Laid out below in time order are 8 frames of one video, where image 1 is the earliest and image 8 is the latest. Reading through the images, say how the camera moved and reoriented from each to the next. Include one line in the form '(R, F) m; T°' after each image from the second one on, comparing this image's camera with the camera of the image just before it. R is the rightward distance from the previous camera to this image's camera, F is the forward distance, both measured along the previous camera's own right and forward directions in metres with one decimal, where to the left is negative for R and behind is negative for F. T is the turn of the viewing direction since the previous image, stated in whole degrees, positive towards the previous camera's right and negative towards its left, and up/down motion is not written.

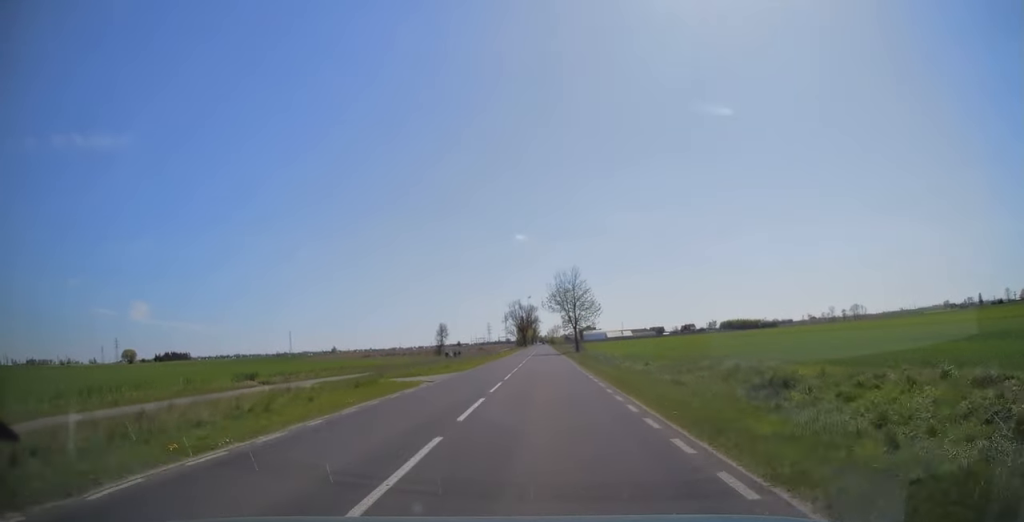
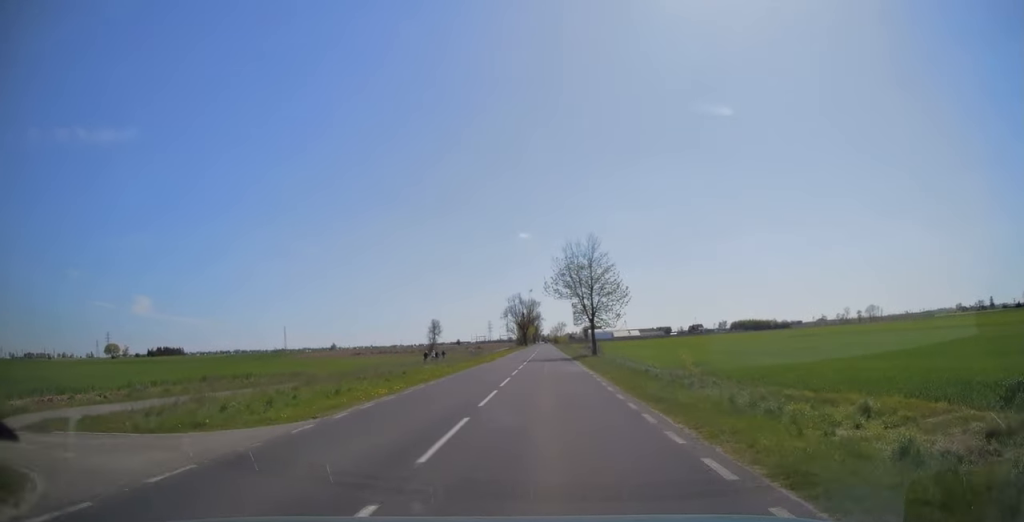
(0.0, +21.5) m; 0°
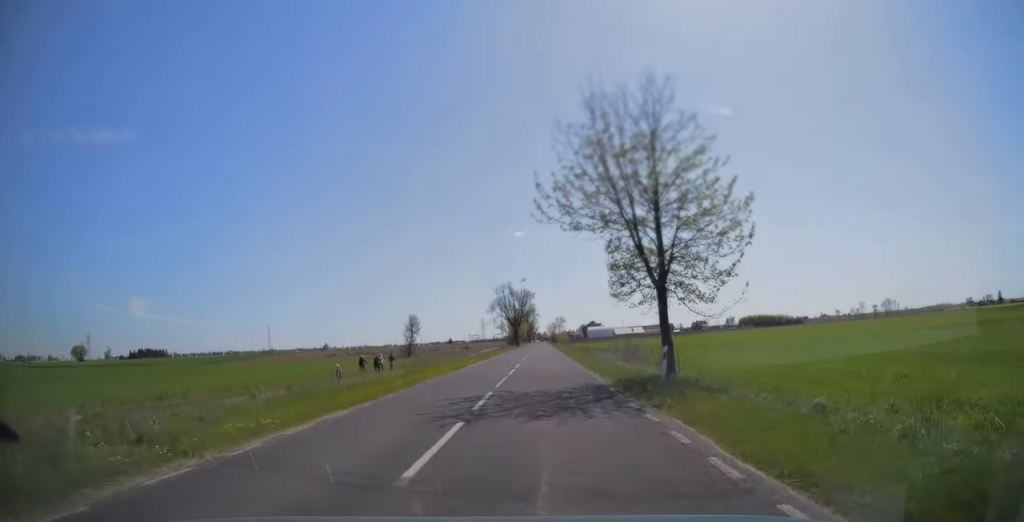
(0.0, +30.5) m; 0°
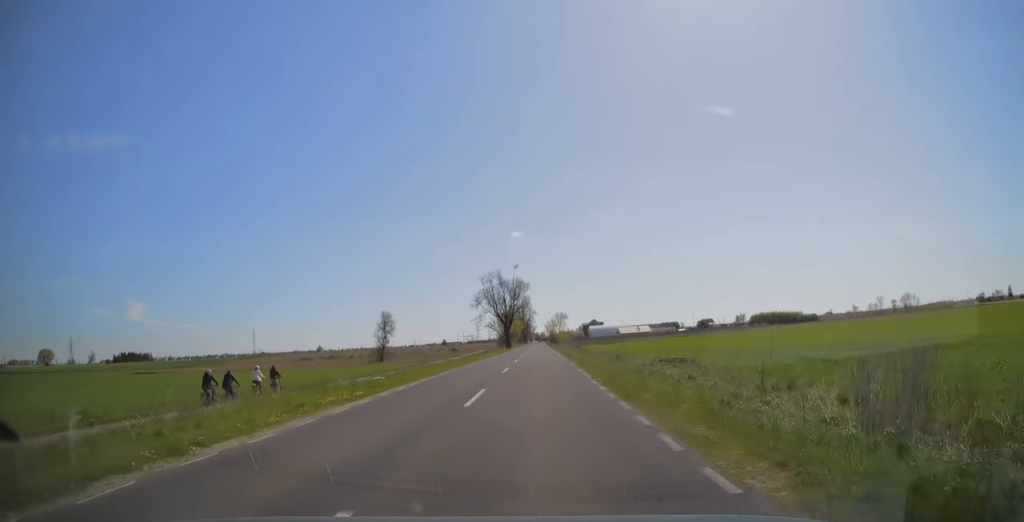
(0.0, +29.2) m; 0°
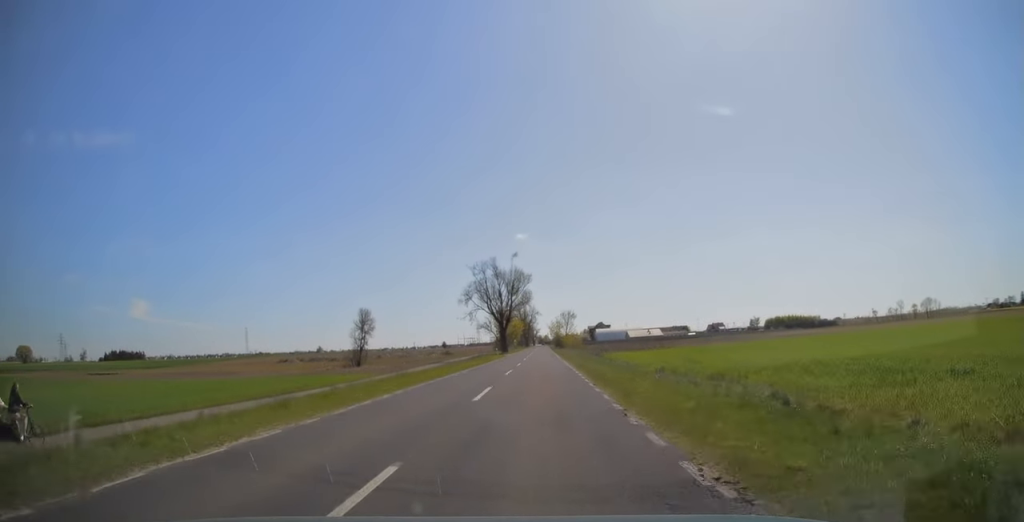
(0.0, +22.0) m; 0°
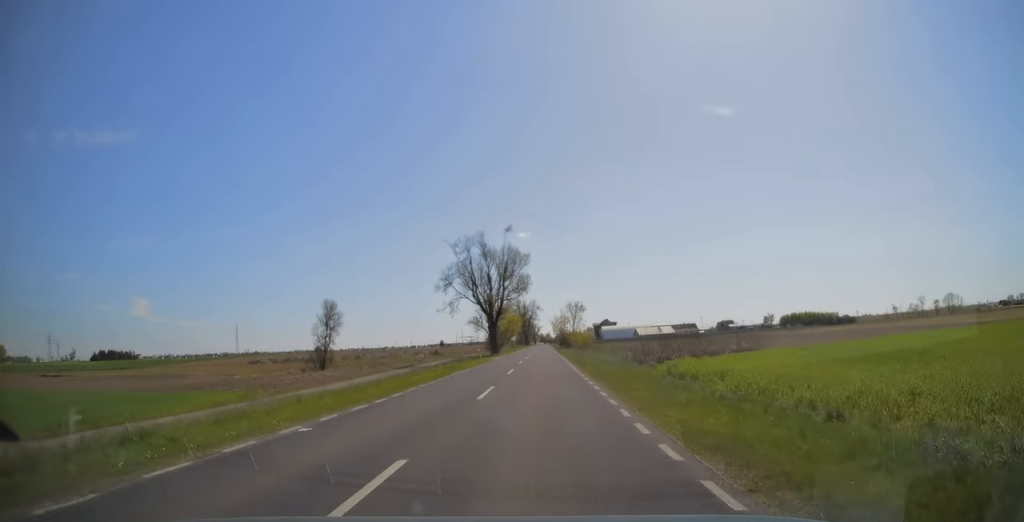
(0.0, +23.4) m; 0°
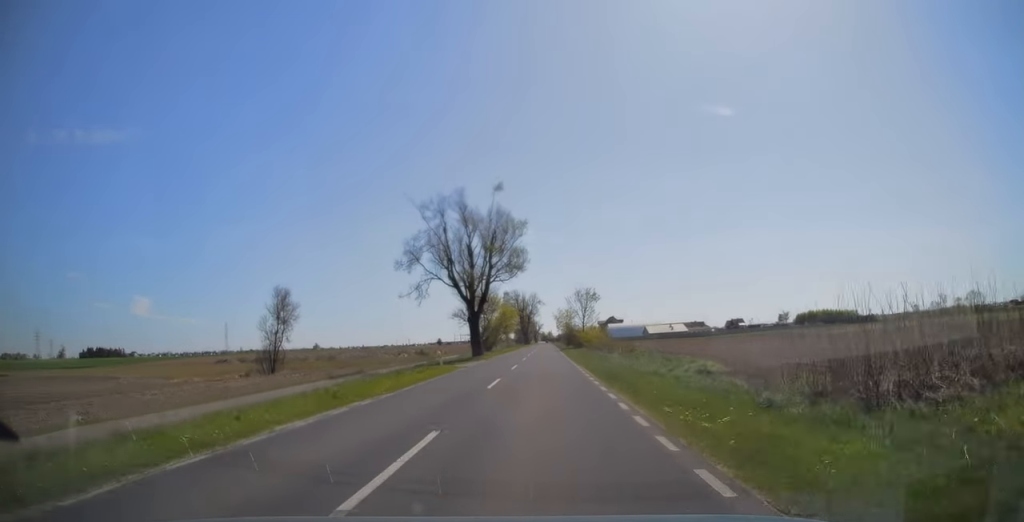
(0.0, +22.0) m; 0°
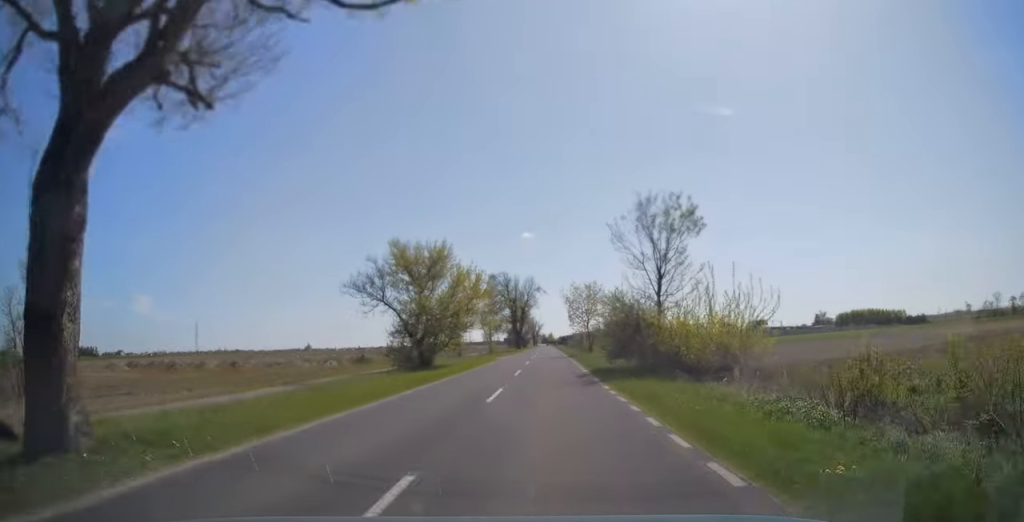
(-0.1, +50.3) m; 0°
